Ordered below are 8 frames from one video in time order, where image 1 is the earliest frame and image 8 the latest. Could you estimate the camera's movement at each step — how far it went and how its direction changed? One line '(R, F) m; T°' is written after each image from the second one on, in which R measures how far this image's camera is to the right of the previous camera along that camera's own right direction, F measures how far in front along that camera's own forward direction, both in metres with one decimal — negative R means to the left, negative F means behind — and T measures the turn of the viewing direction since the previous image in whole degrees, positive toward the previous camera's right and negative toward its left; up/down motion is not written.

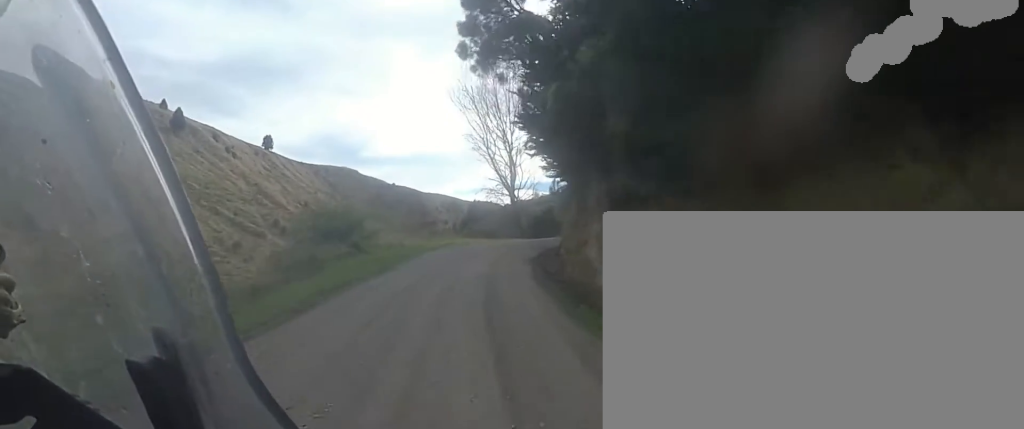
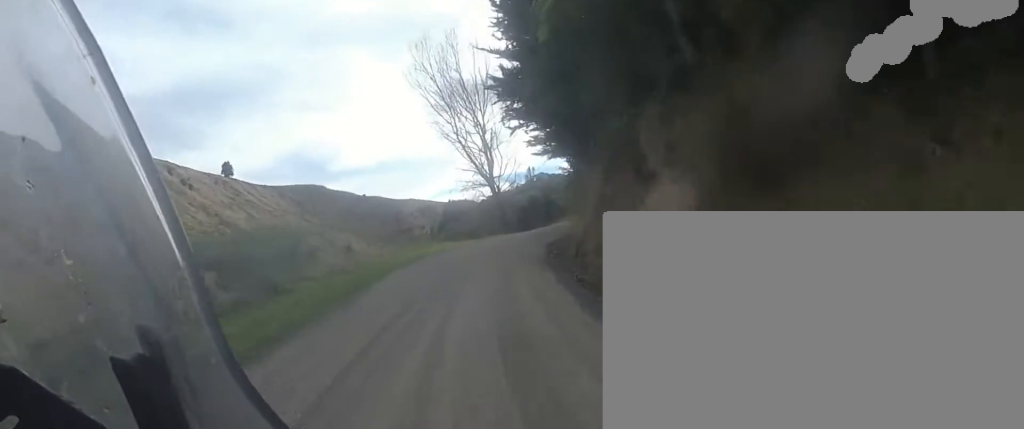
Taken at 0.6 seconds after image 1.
(-0.1, +7.2) m; +3°
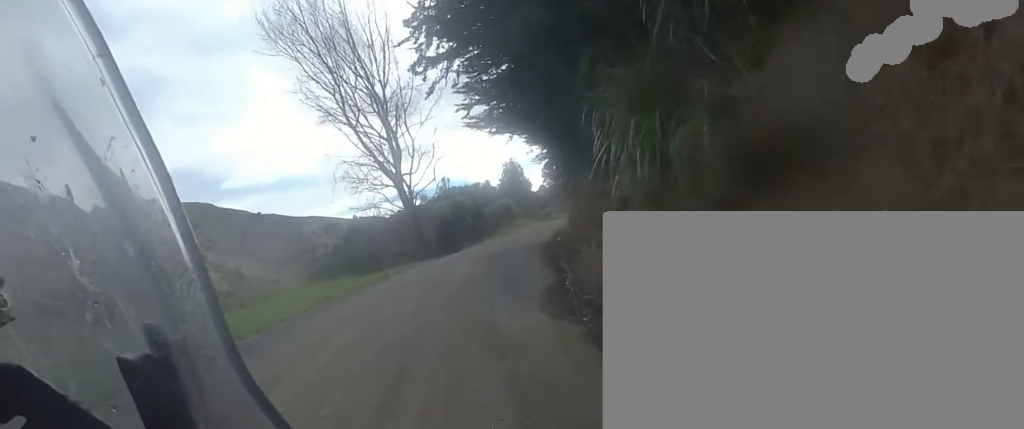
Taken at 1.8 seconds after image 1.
(+2.3, +15.0) m; +14°
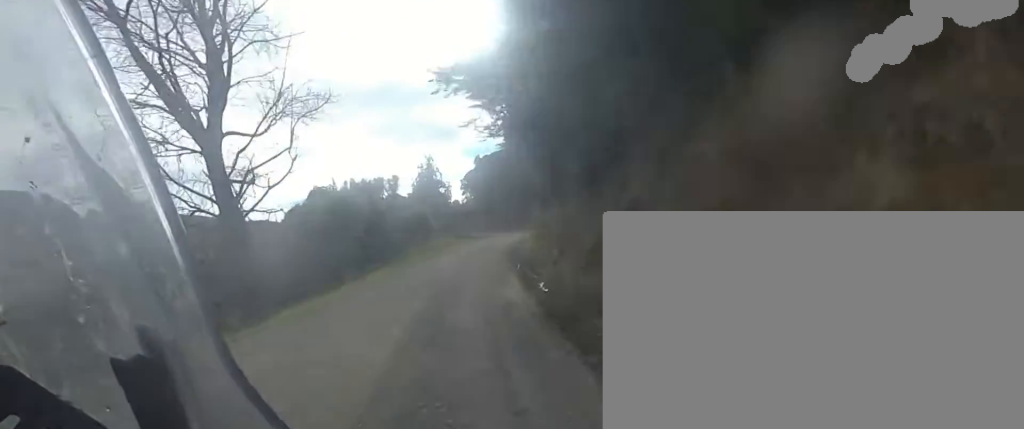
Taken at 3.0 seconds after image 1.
(+0.9, +15.1) m; +6°
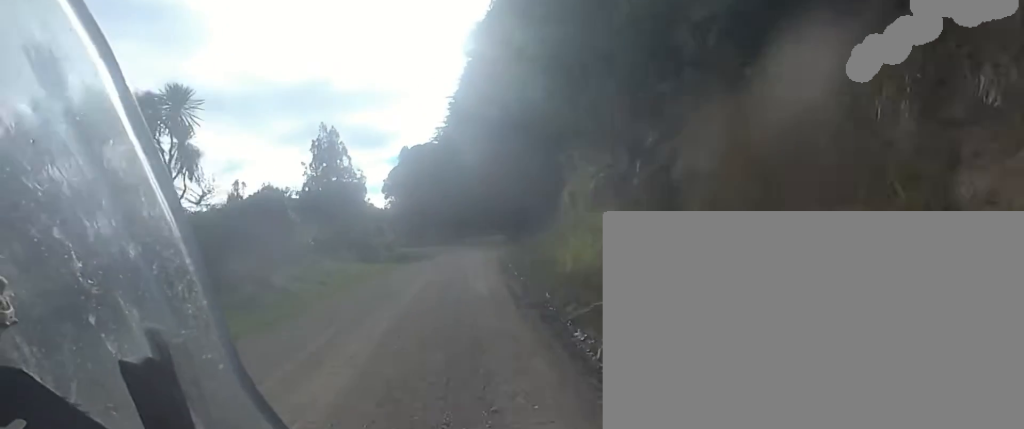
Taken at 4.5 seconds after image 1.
(+2.3, +20.7) m; +11°
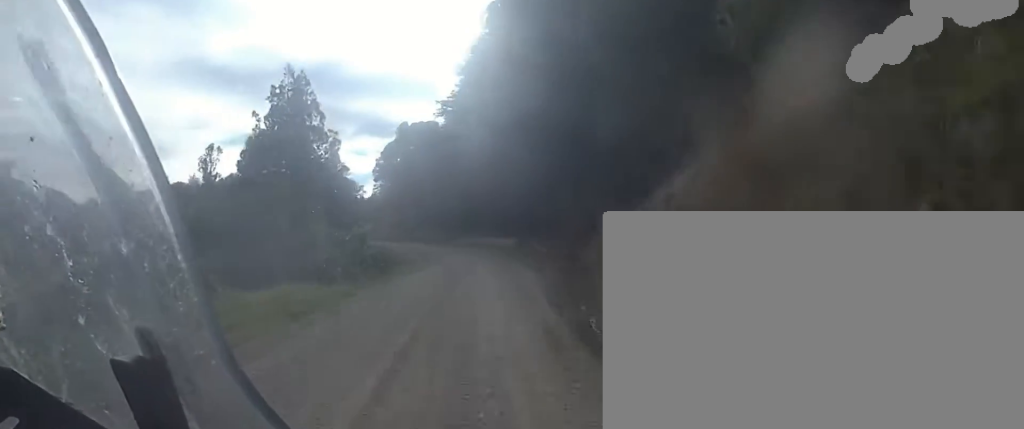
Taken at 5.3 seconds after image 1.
(+0.1, +10.6) m; -1°
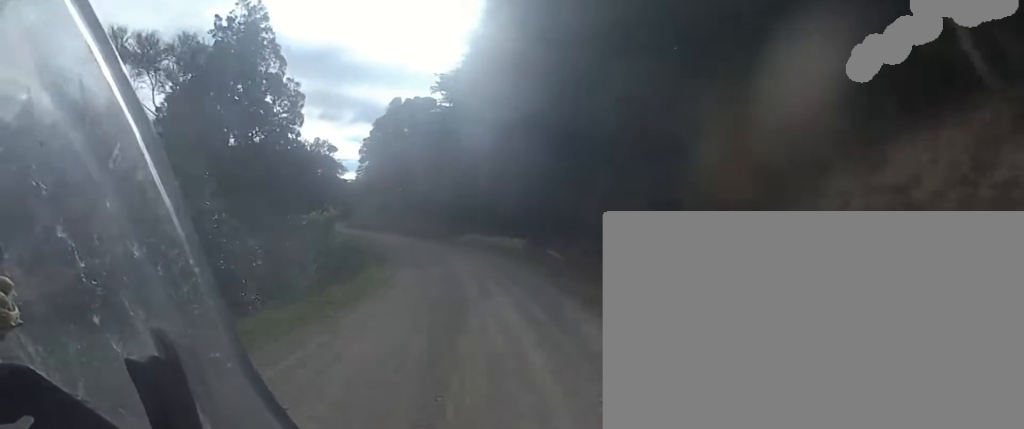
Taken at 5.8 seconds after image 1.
(-0.2, +6.8) m; -5°
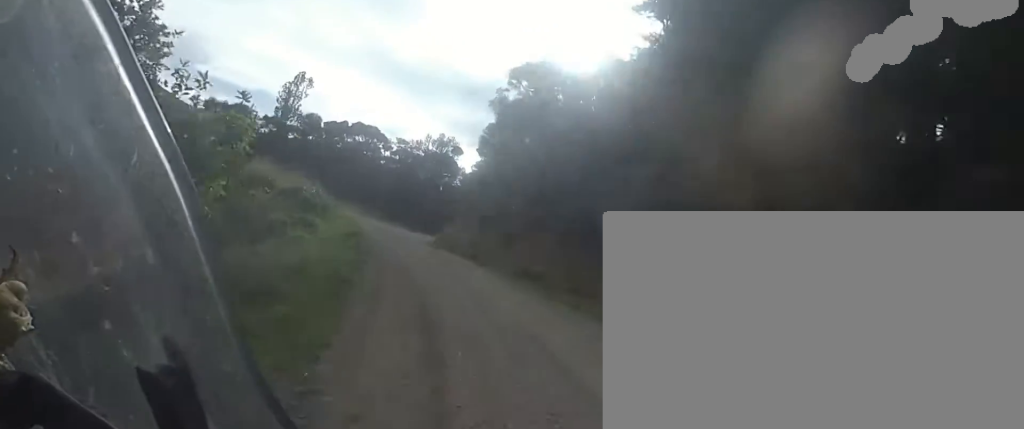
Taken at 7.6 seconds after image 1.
(-3.1, +21.7) m; -13°
